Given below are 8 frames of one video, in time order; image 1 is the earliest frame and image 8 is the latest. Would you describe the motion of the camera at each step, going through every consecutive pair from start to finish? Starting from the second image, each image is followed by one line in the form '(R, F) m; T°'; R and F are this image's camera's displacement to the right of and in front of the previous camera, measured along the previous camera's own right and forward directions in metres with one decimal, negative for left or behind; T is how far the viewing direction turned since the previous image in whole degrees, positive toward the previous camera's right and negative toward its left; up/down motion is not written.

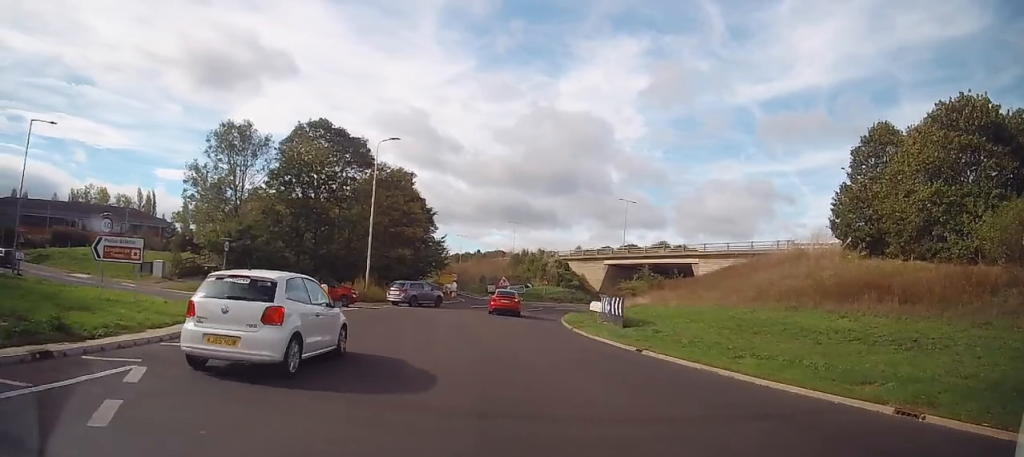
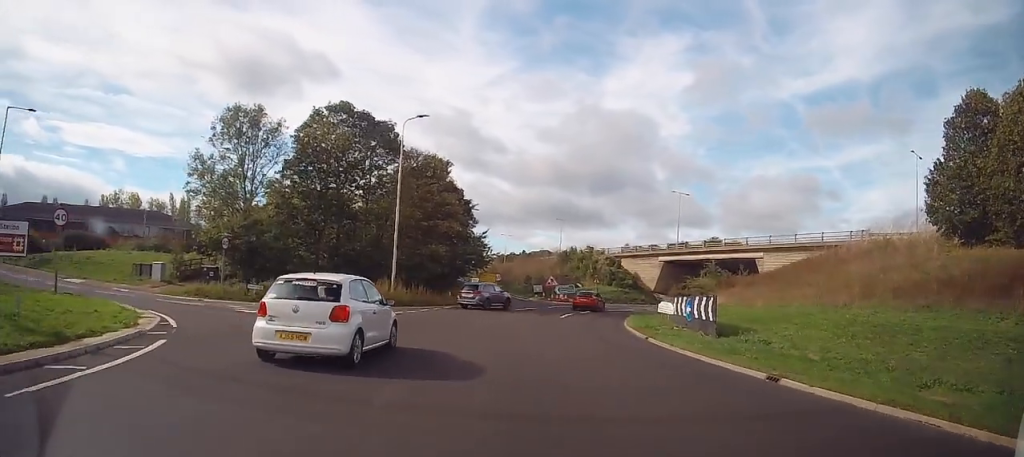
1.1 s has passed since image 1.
(-0.2, +6.1) m; -4°
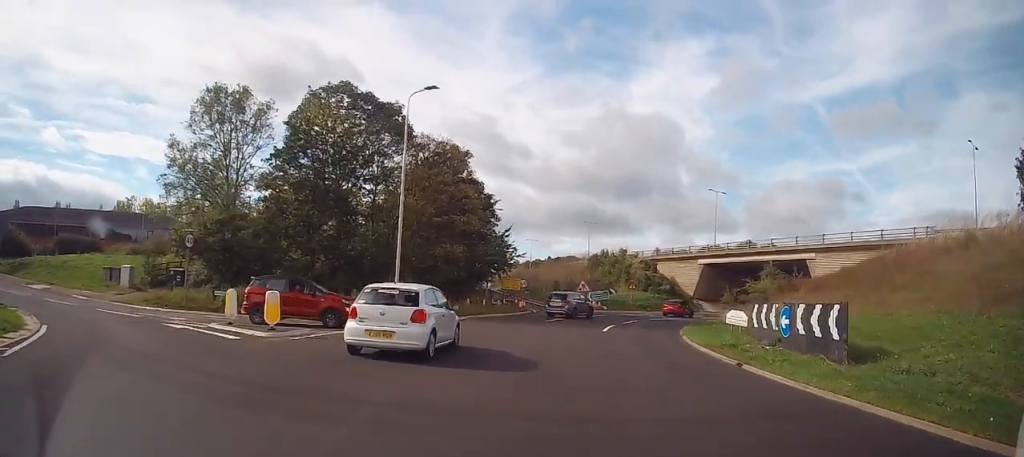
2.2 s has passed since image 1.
(-0.2, +6.9) m; +2°
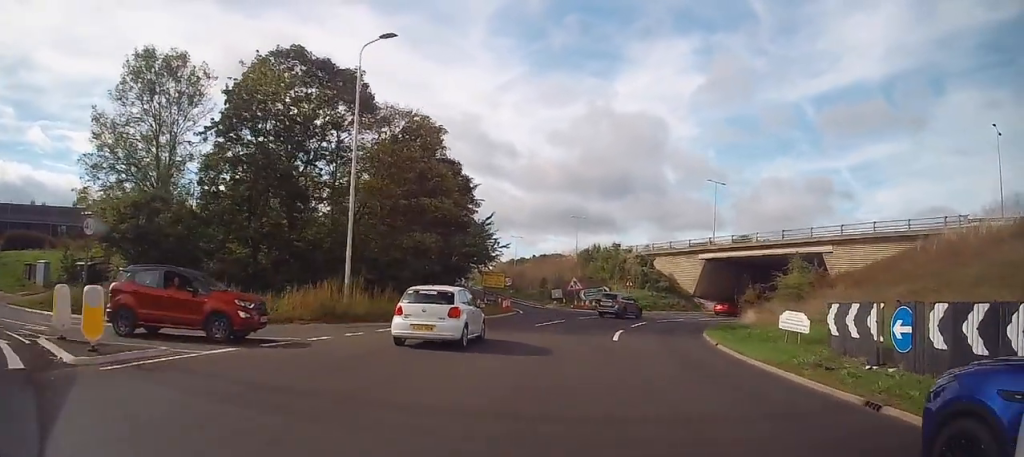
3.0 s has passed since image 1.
(+0.3, +6.6) m; +3°
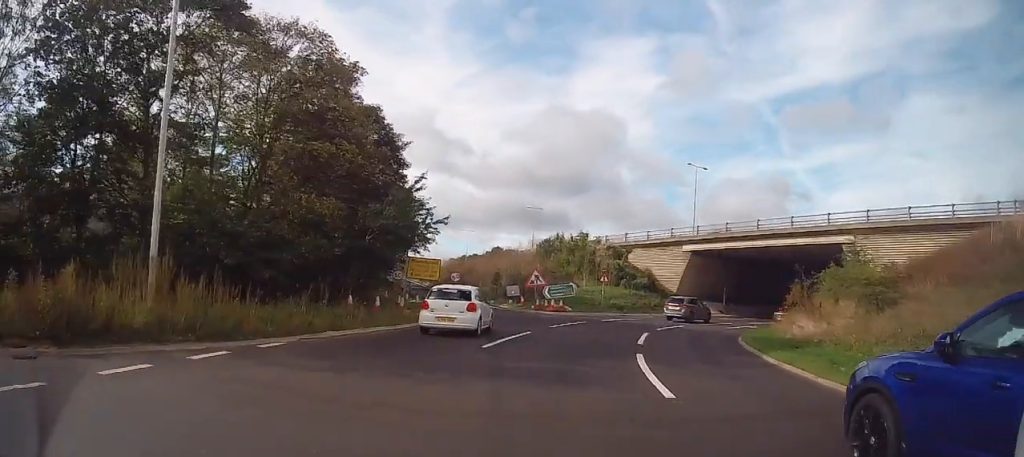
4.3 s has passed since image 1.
(+0.2, +10.9) m; +4°
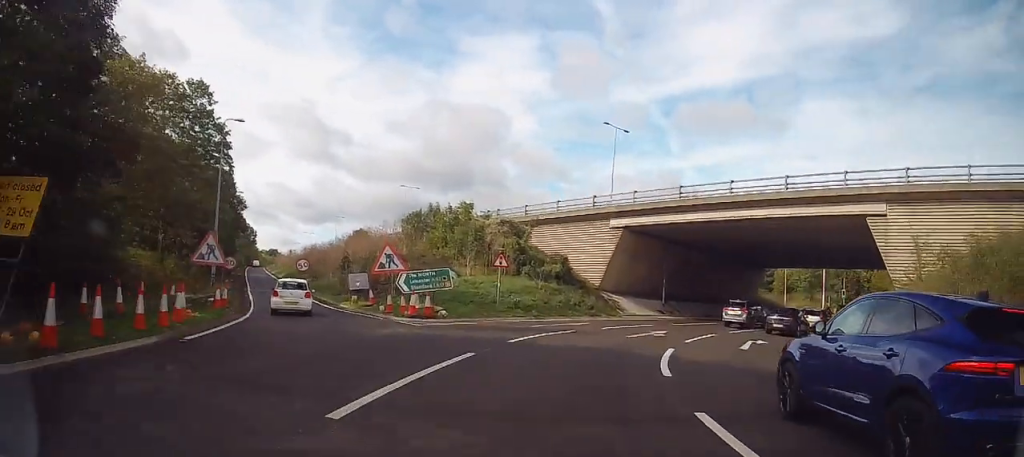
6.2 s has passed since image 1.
(+1.9, +16.4) m; +15°
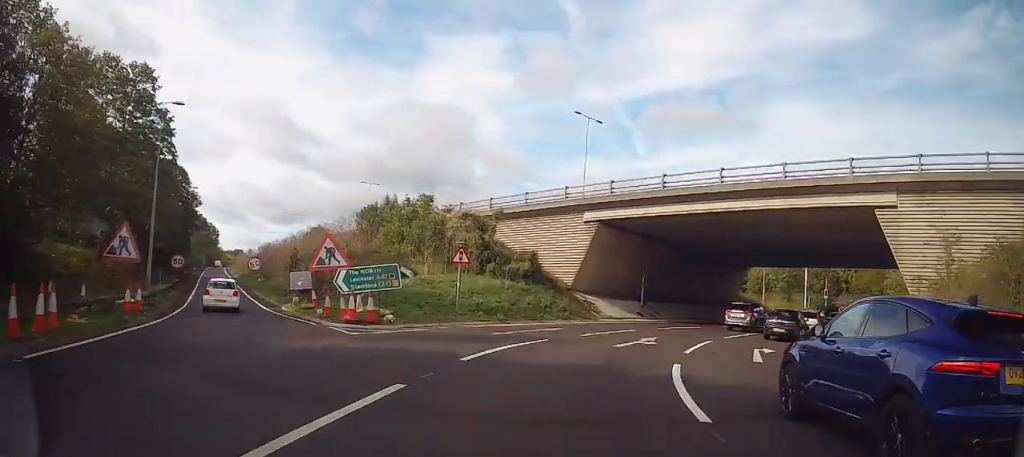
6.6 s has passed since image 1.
(+0.2, +3.5) m; +4°
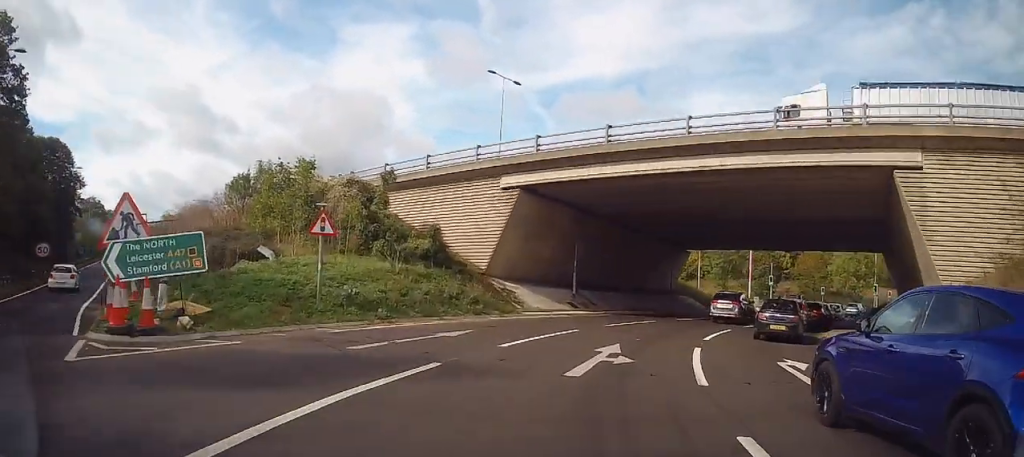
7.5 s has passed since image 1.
(+0.6, +7.2) m; +10°
